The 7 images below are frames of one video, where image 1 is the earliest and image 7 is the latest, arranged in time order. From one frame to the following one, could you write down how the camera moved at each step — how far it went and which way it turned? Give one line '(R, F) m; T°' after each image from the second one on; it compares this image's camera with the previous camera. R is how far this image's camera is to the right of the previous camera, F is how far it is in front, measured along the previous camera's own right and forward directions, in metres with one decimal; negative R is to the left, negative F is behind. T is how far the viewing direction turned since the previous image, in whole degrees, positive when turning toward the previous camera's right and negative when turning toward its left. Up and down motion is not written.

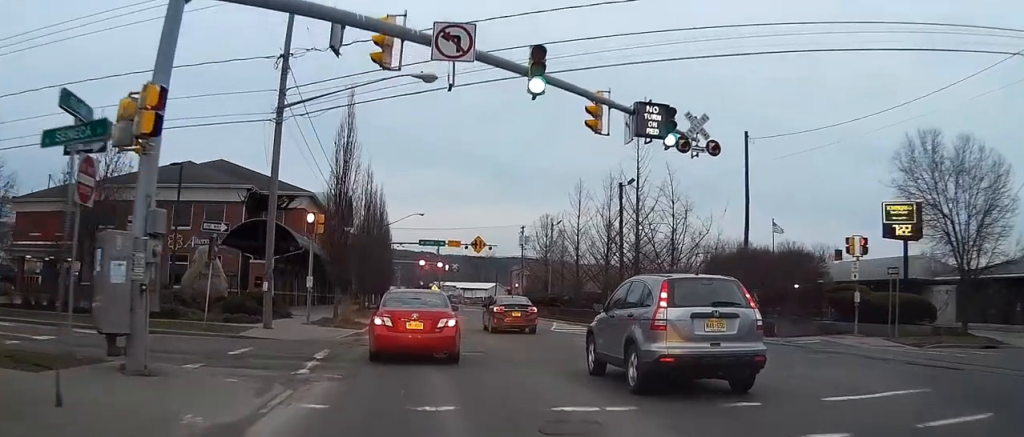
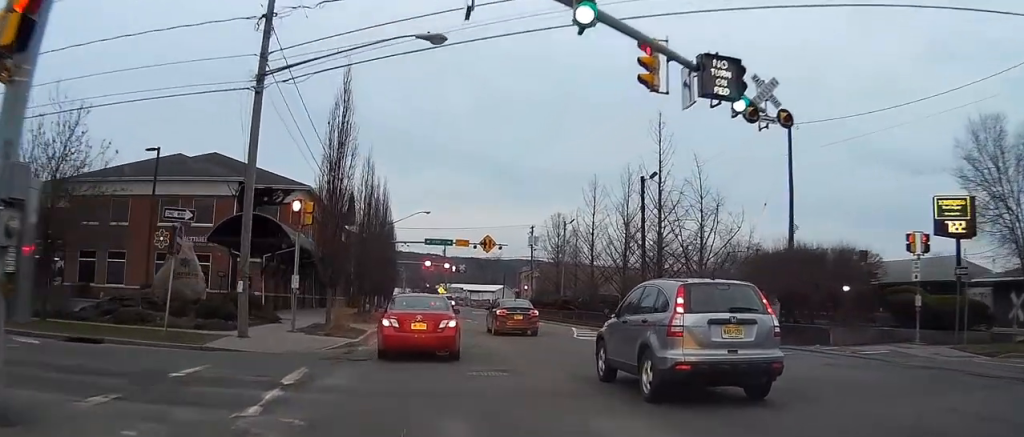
(+0.1, +4.2) m; 0°
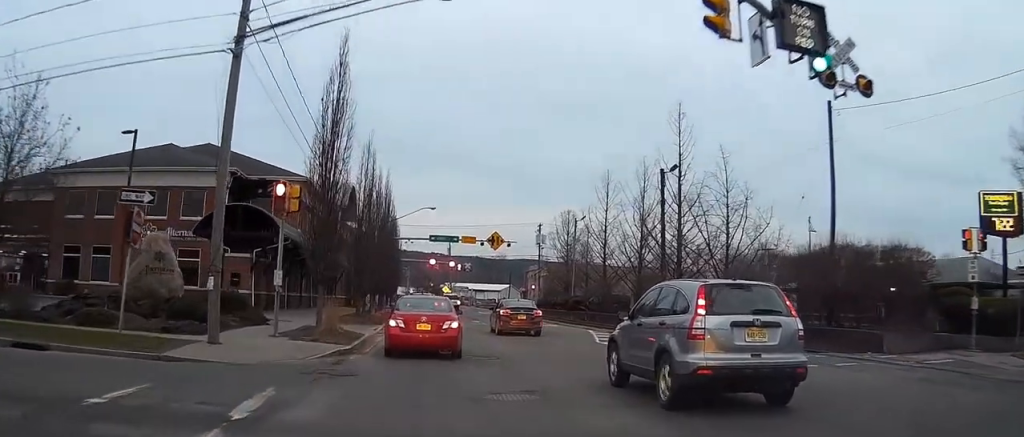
(0.0, +3.1) m; 0°
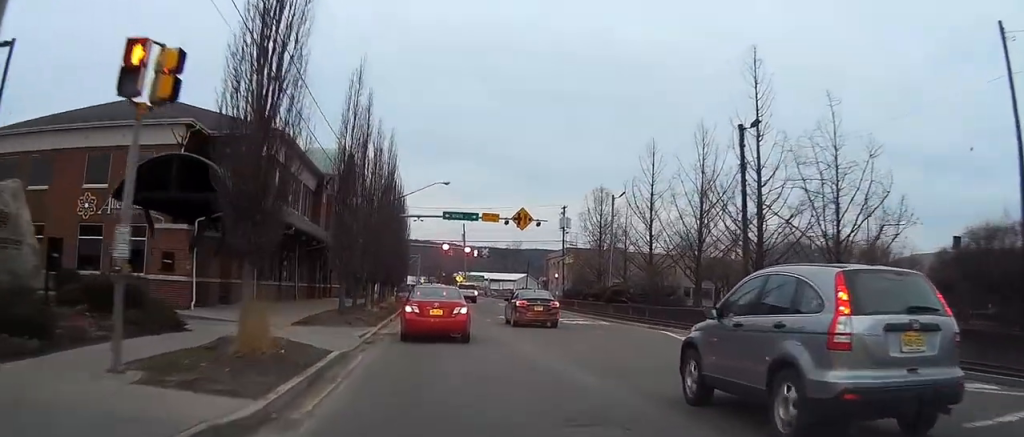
(-0.2, +10.7) m; -1°
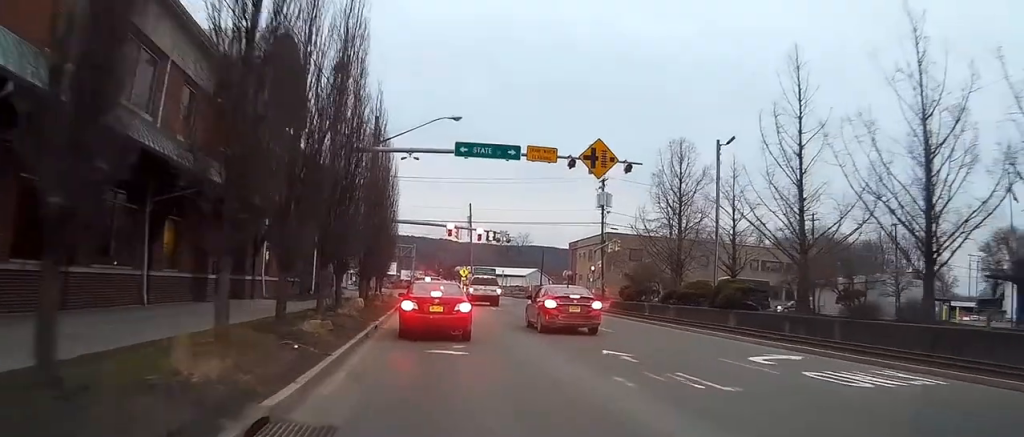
(-0.6, +23.8) m; -3°
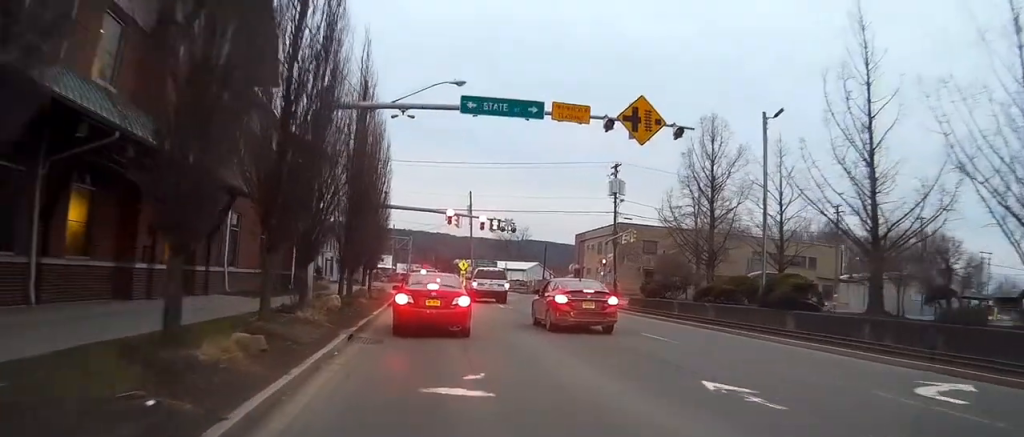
(0.0, +6.3) m; 0°
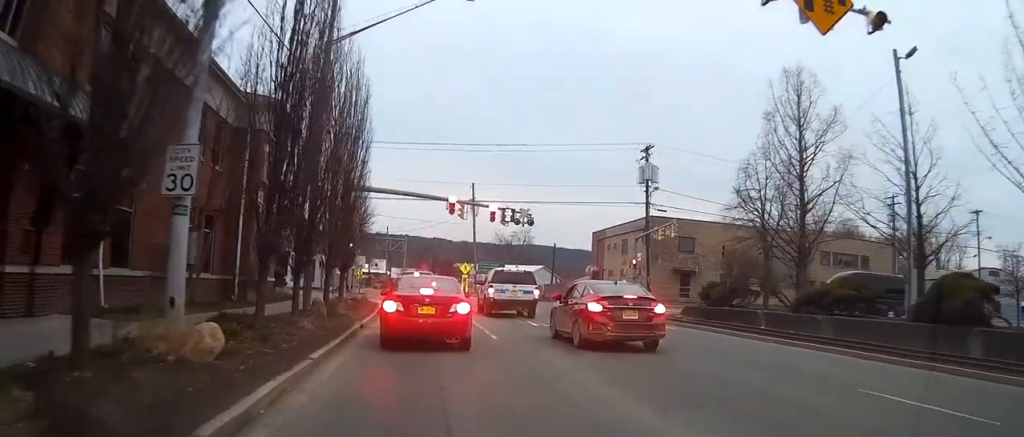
(+0.1, +12.6) m; +2°
